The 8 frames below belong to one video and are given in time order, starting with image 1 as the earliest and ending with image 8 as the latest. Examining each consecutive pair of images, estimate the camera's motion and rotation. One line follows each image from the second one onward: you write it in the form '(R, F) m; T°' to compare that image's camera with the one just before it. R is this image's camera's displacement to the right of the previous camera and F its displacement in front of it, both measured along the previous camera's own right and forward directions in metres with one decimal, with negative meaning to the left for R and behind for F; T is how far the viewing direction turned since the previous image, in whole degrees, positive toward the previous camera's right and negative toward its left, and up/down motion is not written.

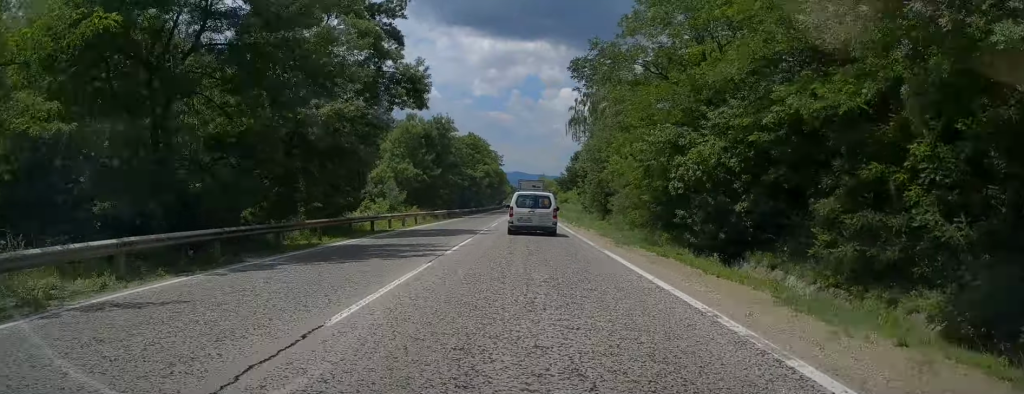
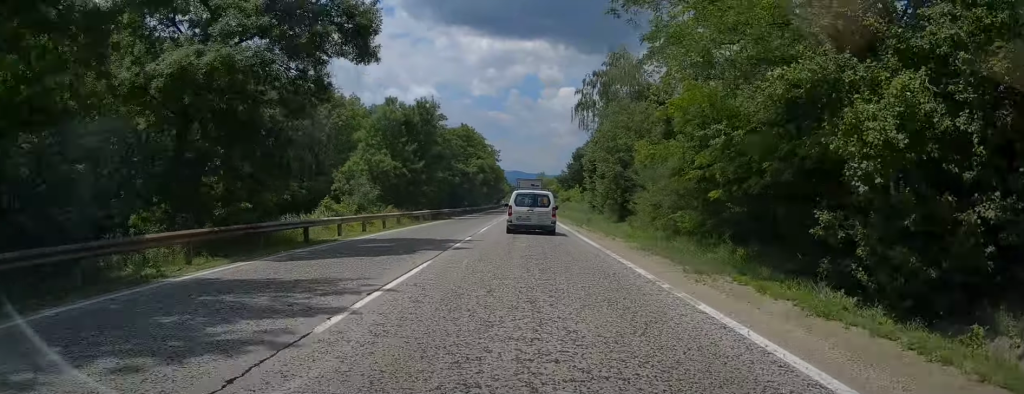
(-0.2, +8.9) m; 0°
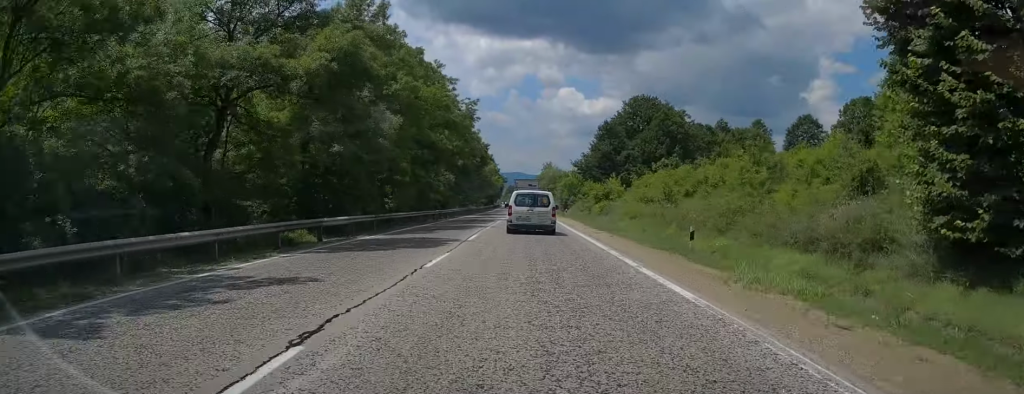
(+0.8, +52.1) m; 0°
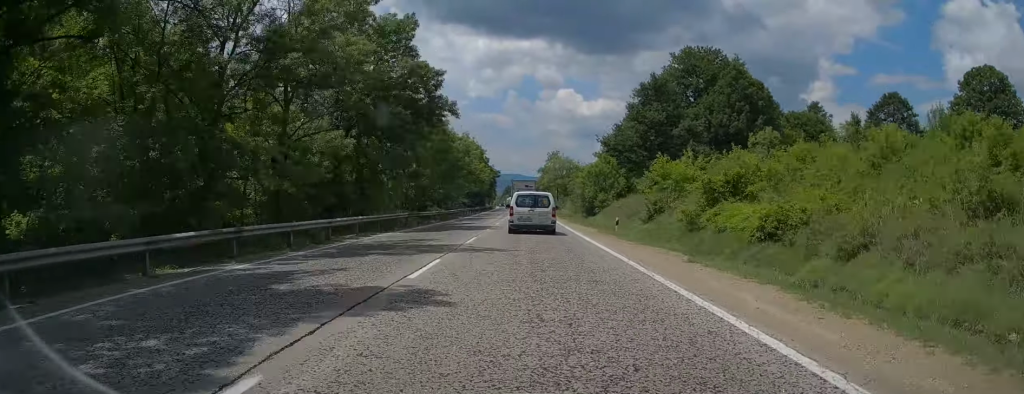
(-0.8, +37.0) m; 0°
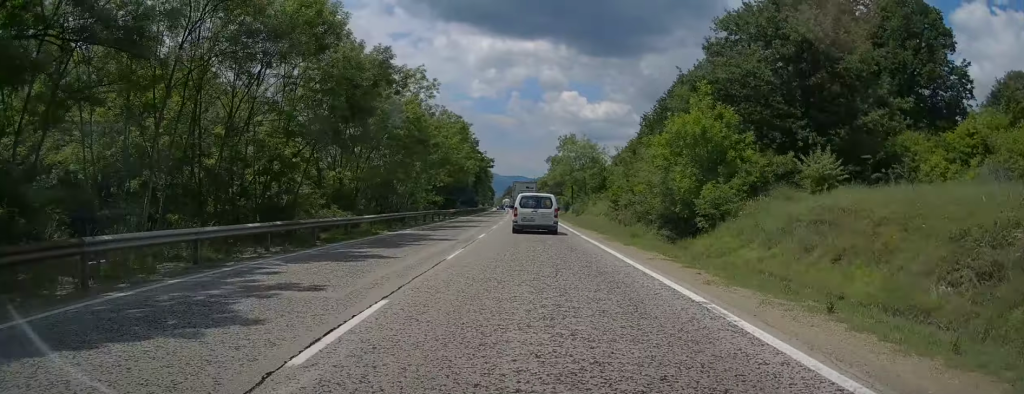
(+0.6, +32.2) m; +1°
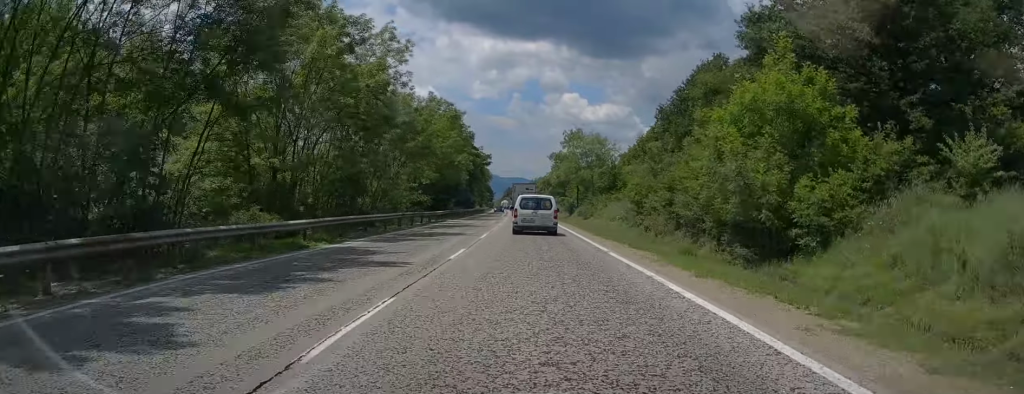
(0.0, +8.6) m; 0°
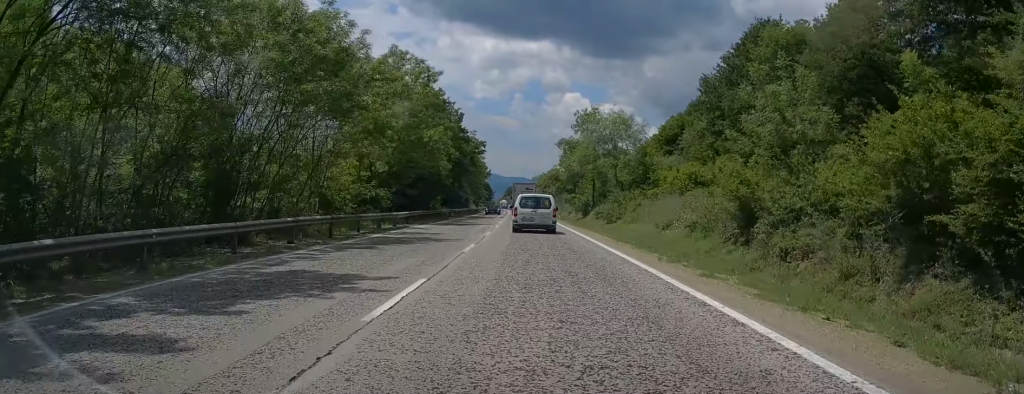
(-0.1, +16.5) m; -1°
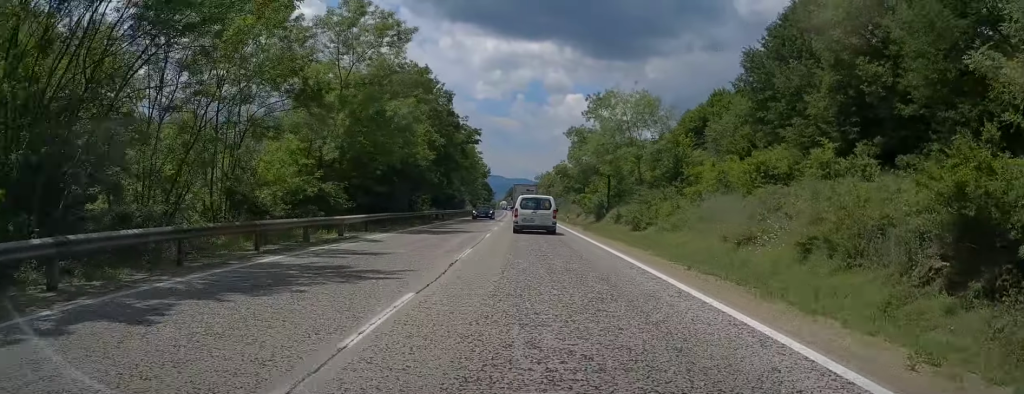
(-0.1, +10.0) m; -1°
